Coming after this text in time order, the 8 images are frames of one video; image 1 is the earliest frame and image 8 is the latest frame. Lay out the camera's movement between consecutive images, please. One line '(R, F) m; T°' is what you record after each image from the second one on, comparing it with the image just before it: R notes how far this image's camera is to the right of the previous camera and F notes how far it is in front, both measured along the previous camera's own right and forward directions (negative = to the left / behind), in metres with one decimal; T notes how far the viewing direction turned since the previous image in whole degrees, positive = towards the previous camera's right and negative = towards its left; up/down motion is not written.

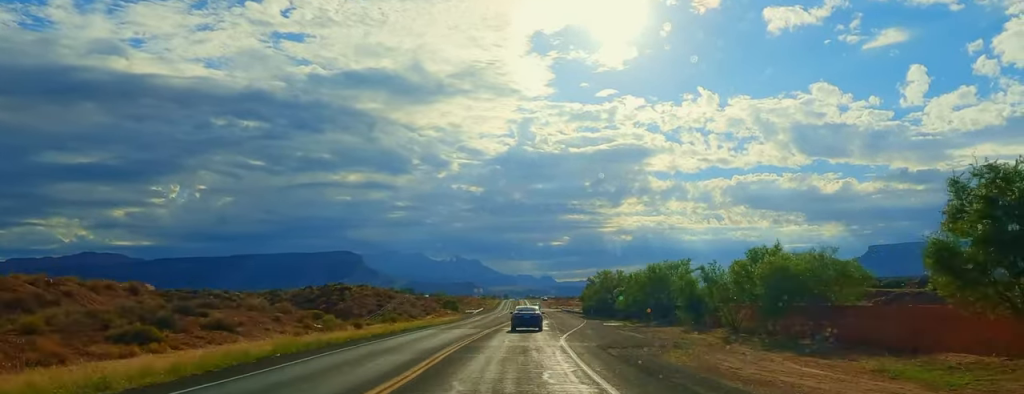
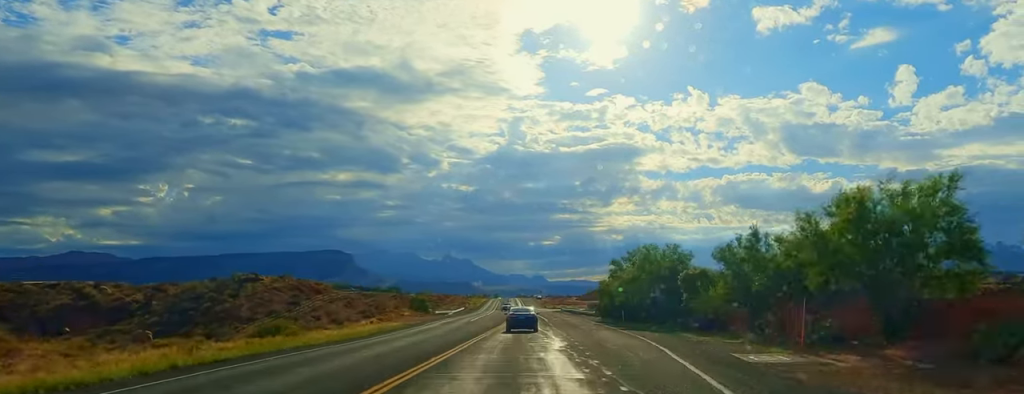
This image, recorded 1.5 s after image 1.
(+0.5, +40.0) m; 0°
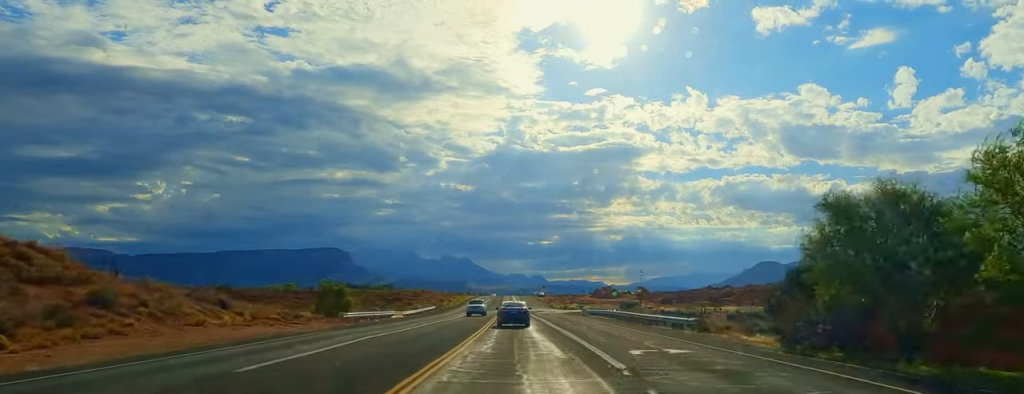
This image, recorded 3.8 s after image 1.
(-0.7, +58.4) m; 0°
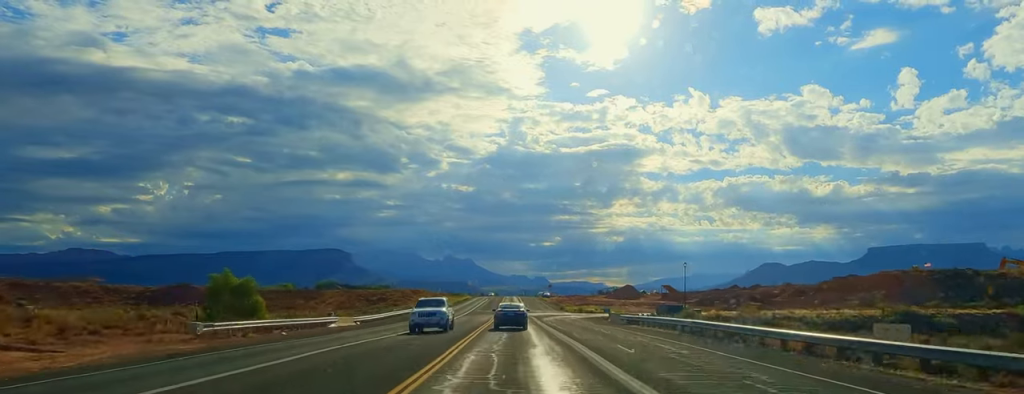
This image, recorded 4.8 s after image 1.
(+0.8, +27.0) m; 0°
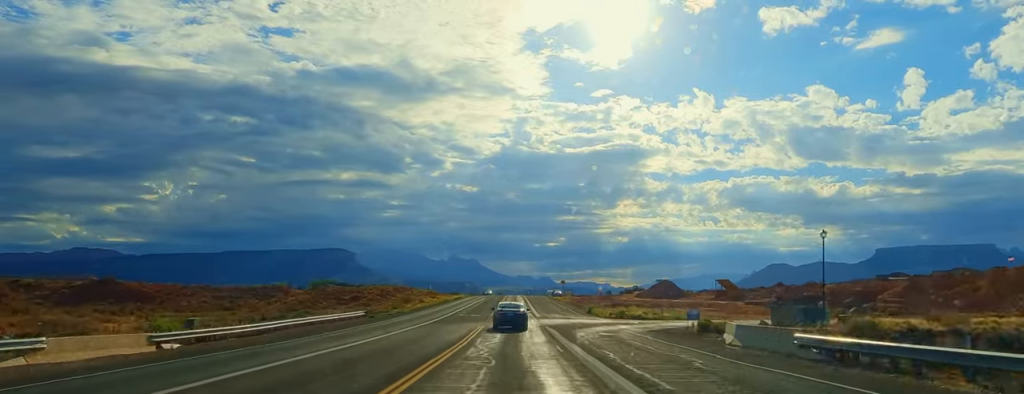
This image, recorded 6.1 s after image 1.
(-0.6, +34.7) m; -1°
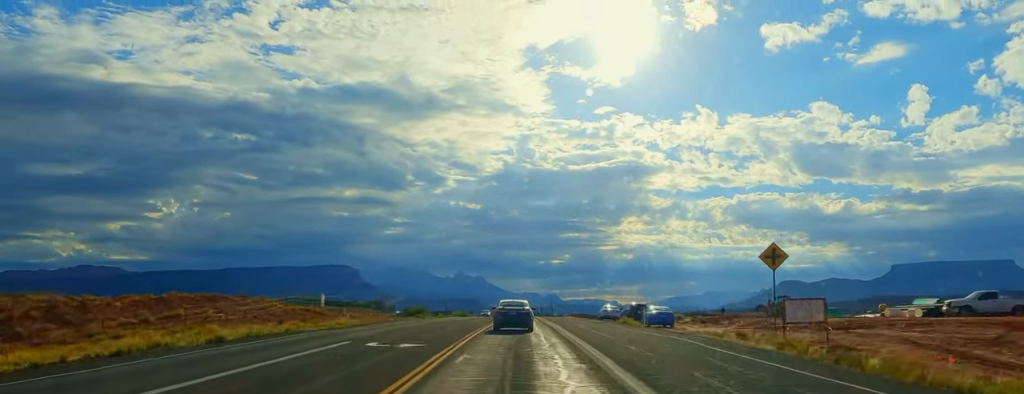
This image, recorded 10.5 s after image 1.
(+0.7, +111.2) m; +1°
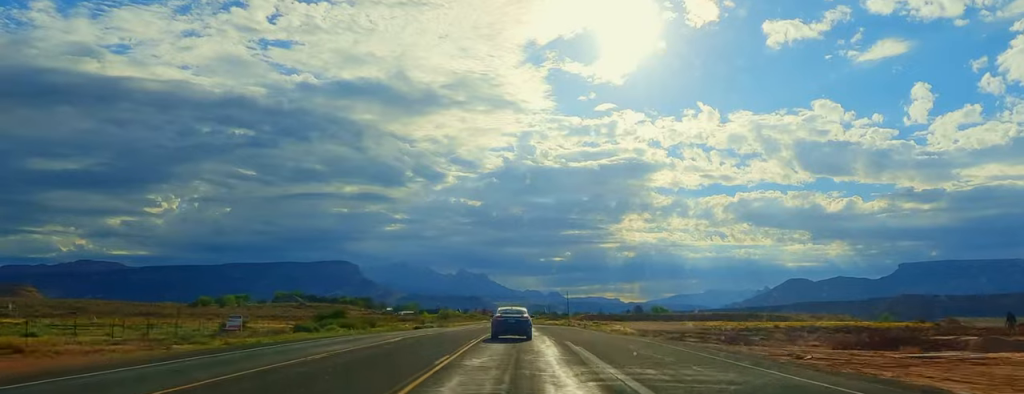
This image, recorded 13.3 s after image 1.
(-1.1, +71.6) m; -2°
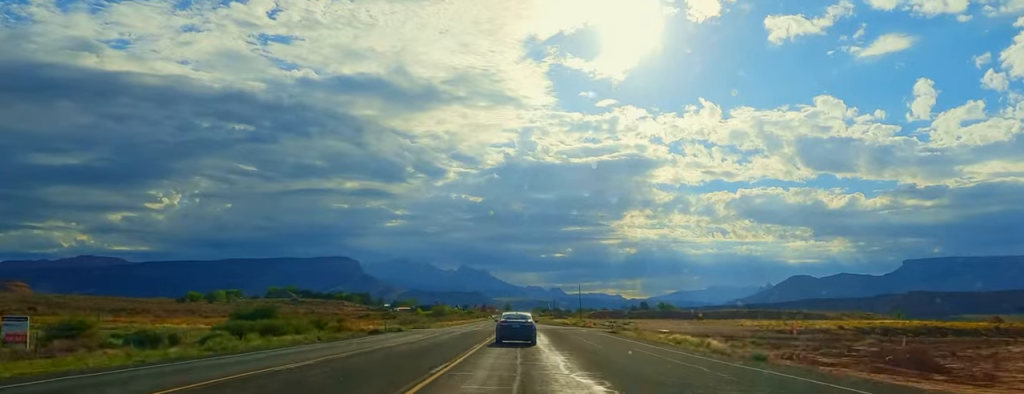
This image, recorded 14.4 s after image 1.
(0.0, +26.2) m; 0°
